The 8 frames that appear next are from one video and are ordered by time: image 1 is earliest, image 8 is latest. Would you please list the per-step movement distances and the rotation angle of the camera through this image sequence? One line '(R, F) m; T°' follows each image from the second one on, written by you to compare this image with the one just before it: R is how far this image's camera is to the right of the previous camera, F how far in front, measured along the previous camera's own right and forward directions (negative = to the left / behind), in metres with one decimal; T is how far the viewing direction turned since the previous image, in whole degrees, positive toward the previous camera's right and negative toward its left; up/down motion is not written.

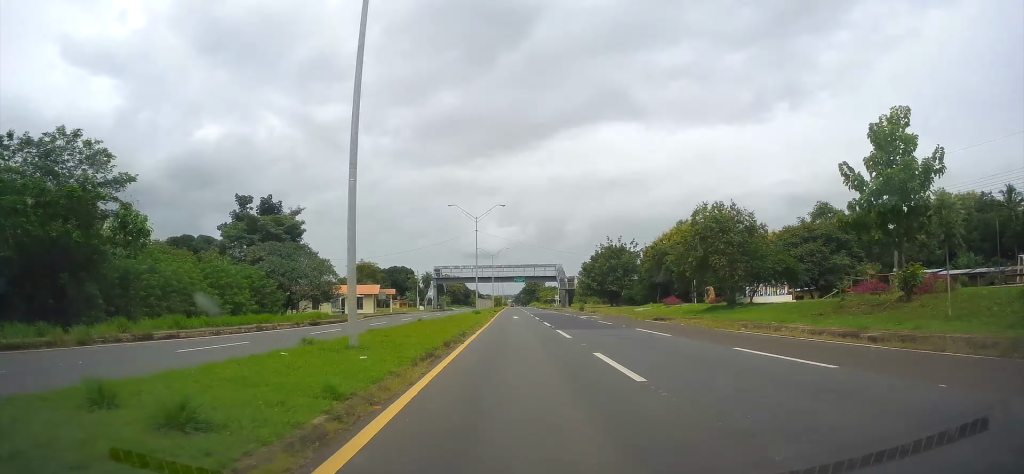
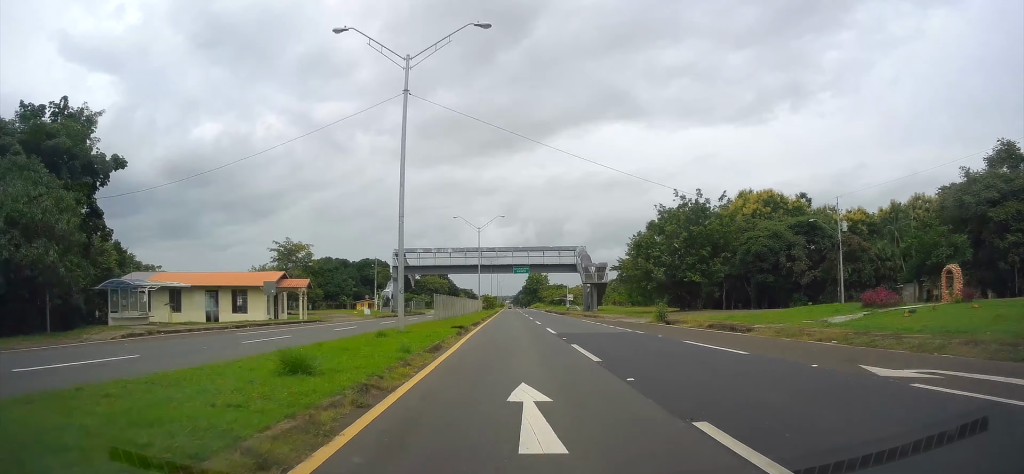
(+0.1, +42.6) m; 0°
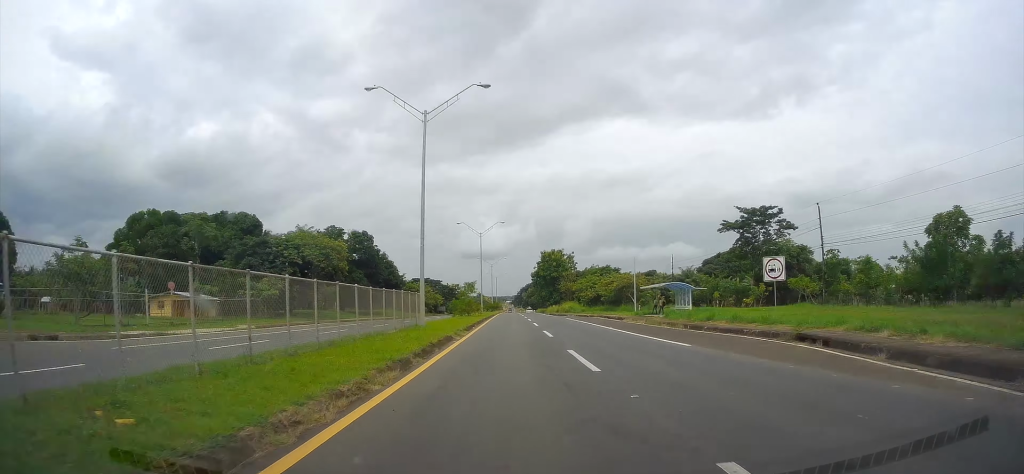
(+0.4, +99.3) m; 0°
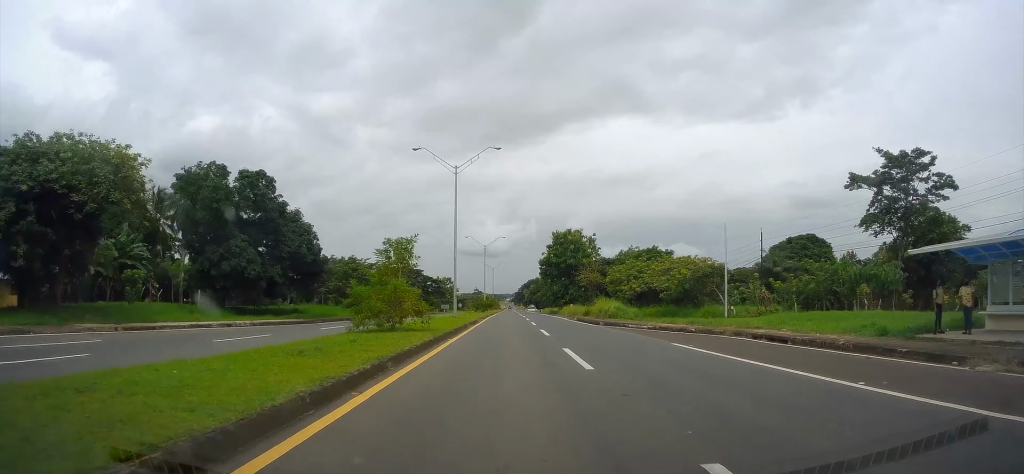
(-0.4, +36.9) m; 0°
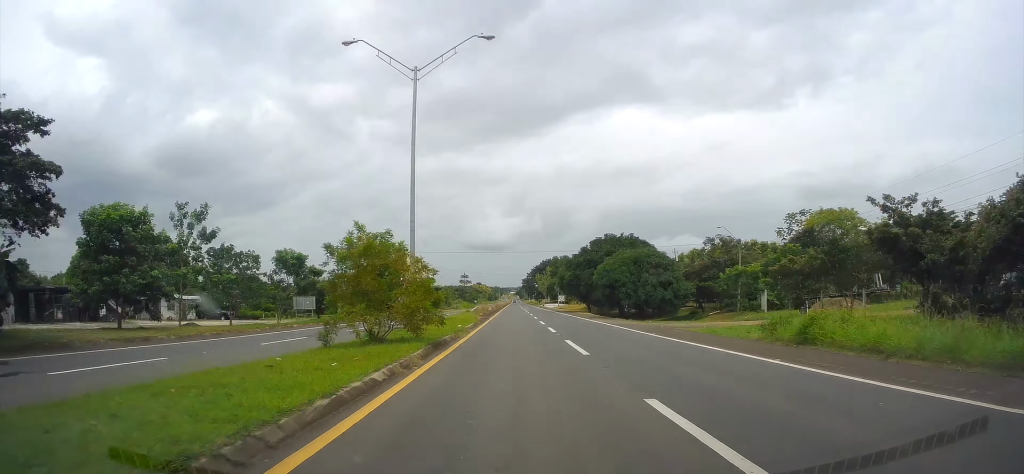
(-0.3, +120.0) m; -1°
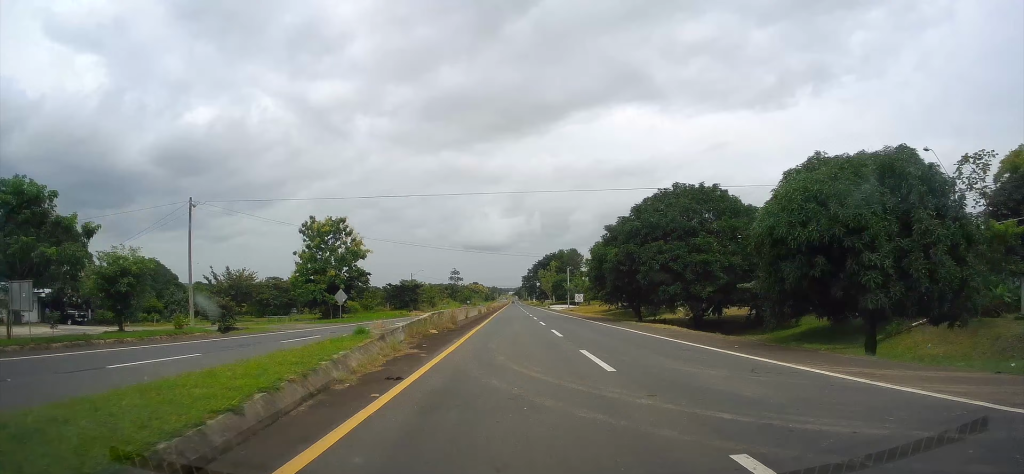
(-0.2, +34.2) m; 0°
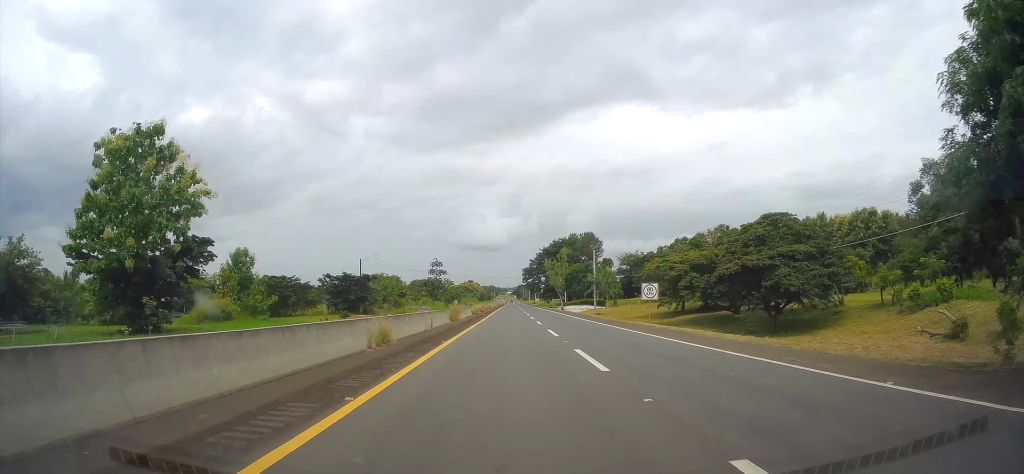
(-0.1, +46.5) m; 0°
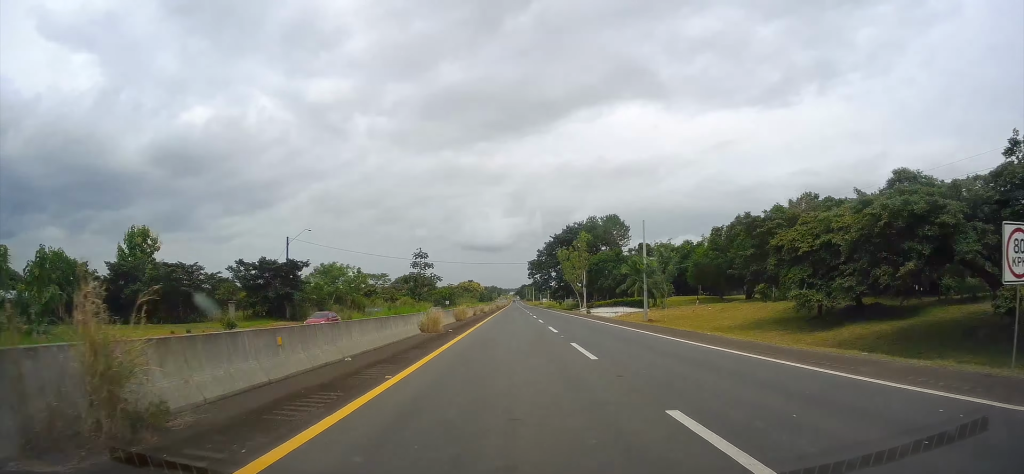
(+0.3, +32.1) m; 0°
